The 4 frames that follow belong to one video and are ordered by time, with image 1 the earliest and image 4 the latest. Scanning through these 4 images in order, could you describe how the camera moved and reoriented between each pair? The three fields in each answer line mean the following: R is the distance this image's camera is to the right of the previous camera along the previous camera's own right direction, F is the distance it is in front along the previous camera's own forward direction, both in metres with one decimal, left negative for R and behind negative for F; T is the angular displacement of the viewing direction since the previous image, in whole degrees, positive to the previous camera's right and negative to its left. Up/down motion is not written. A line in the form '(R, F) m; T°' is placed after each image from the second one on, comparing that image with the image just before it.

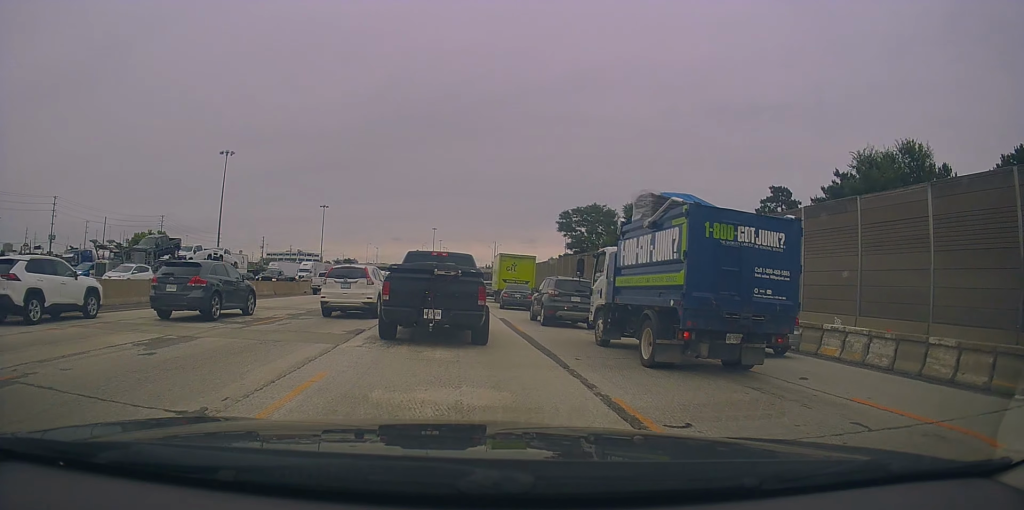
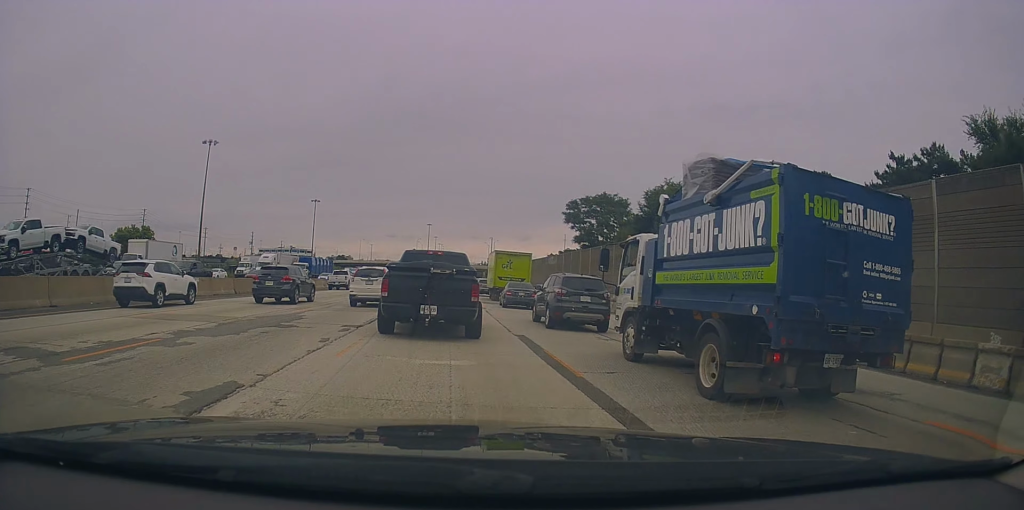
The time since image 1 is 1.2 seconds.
(-0.1, +7.6) m; +1°
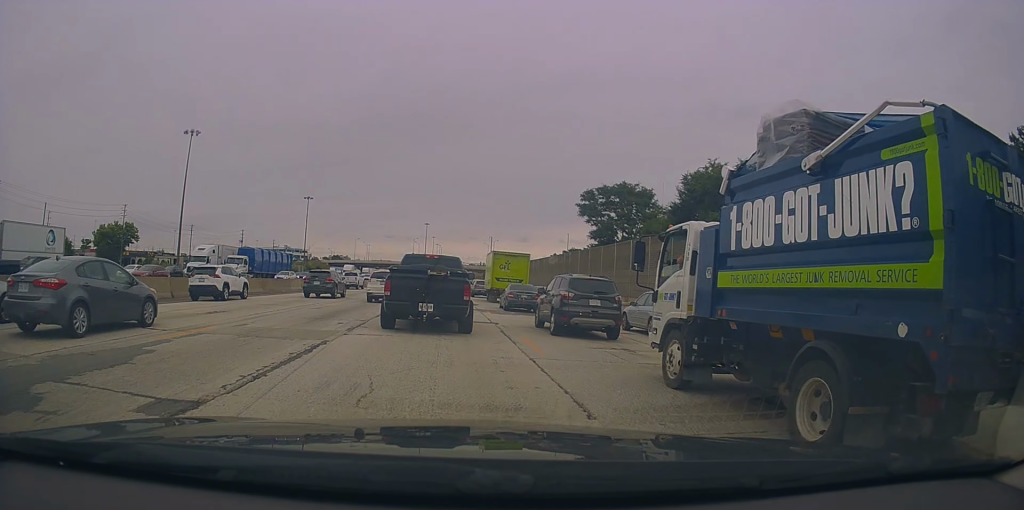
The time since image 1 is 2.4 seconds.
(+0.1, +9.0) m; +3°
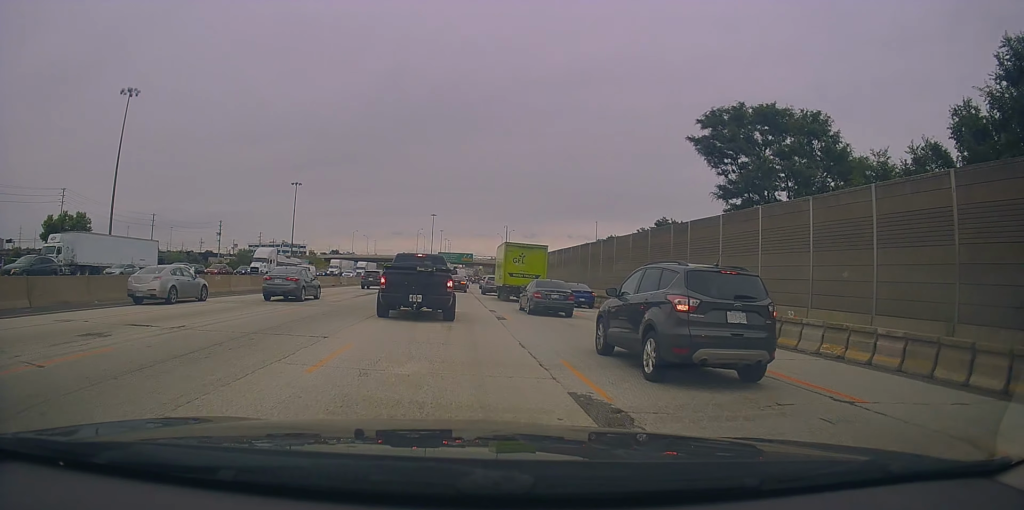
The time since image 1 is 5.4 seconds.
(-1.6, +28.5) m; -3°
